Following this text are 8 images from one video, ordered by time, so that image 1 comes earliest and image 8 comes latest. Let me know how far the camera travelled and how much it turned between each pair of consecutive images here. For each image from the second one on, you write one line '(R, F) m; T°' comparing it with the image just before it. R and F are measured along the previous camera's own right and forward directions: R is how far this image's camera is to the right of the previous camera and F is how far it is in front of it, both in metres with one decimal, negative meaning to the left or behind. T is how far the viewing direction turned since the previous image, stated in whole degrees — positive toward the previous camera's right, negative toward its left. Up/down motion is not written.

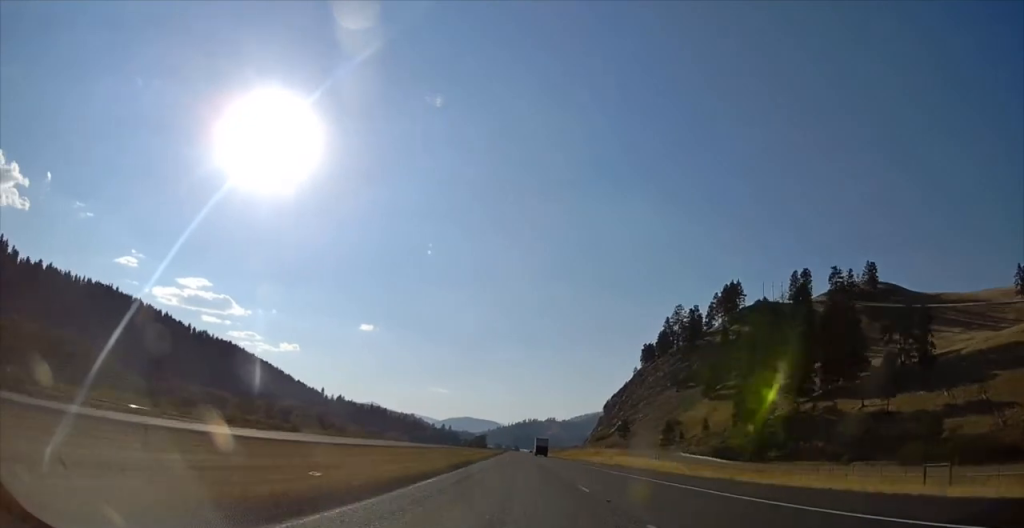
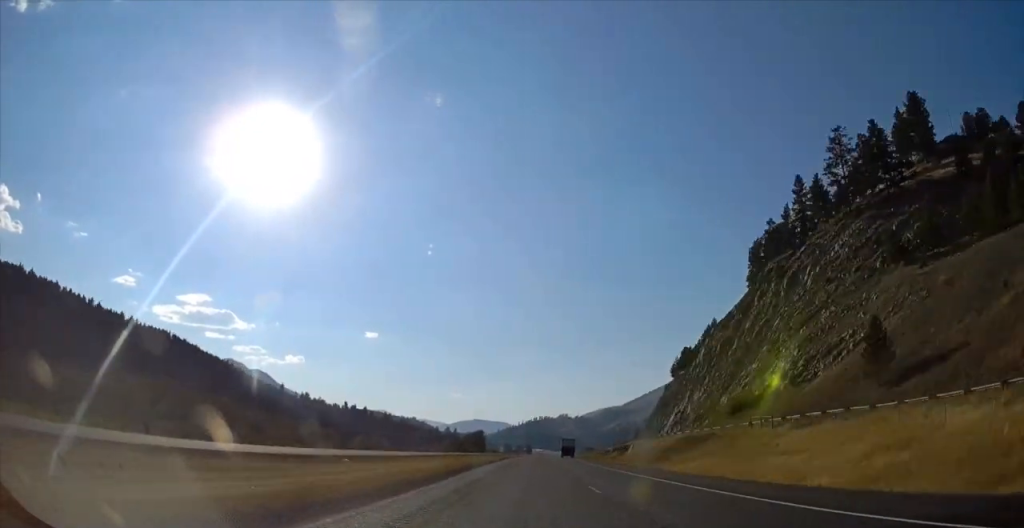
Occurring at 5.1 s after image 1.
(-1.1, +150.4) m; -1°
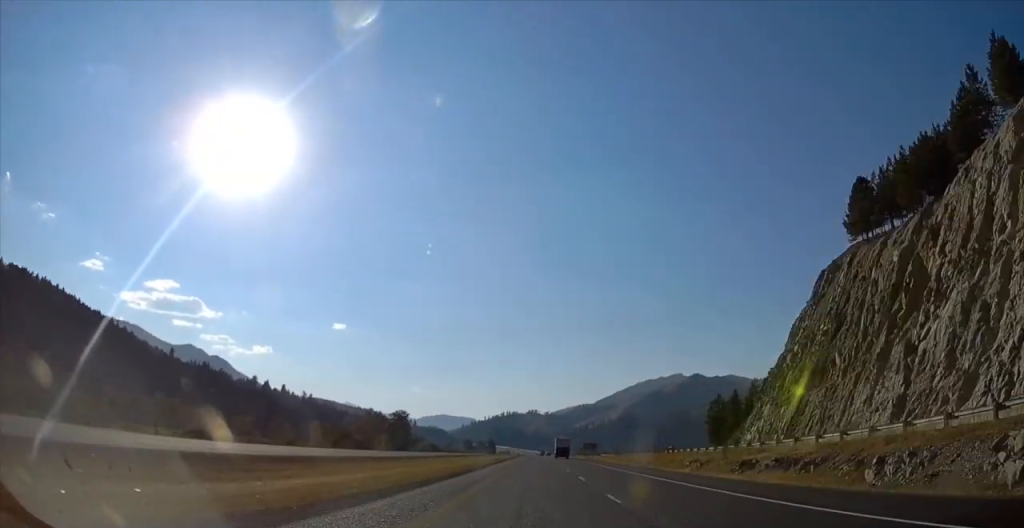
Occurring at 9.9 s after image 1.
(-1.1, +118.5) m; +1°
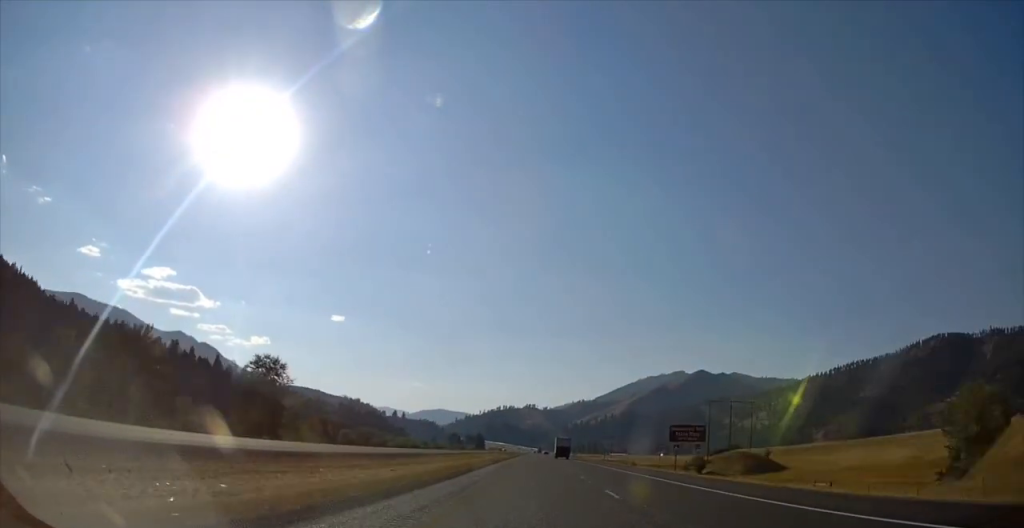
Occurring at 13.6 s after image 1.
(-0.4, +114.1) m; 0°
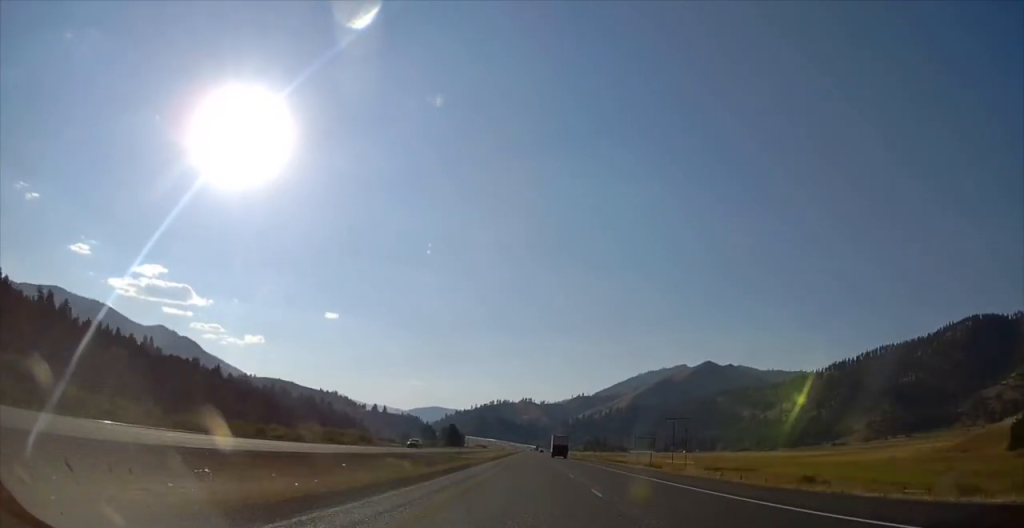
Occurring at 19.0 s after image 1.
(+3.4, +252.8) m; +1°
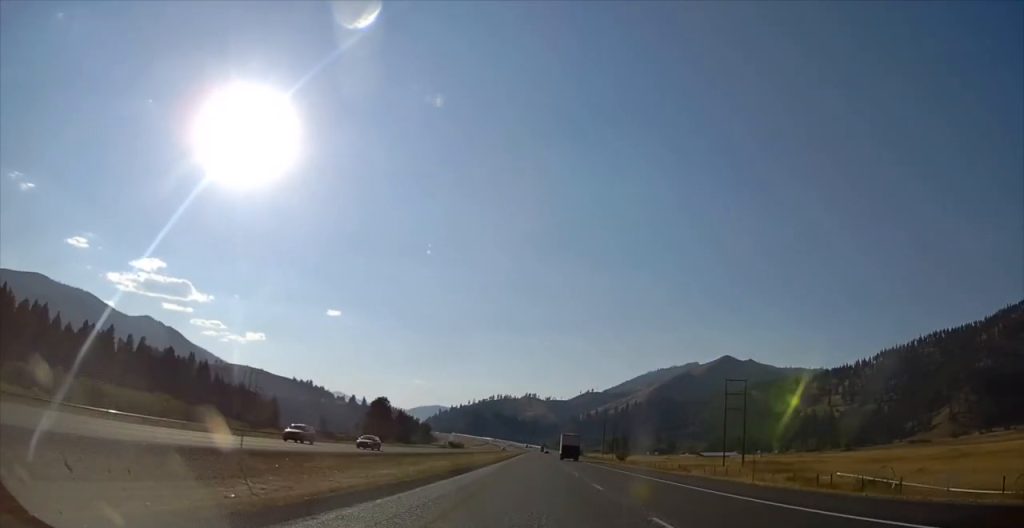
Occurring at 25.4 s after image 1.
(+1.3, +356.6) m; 0°
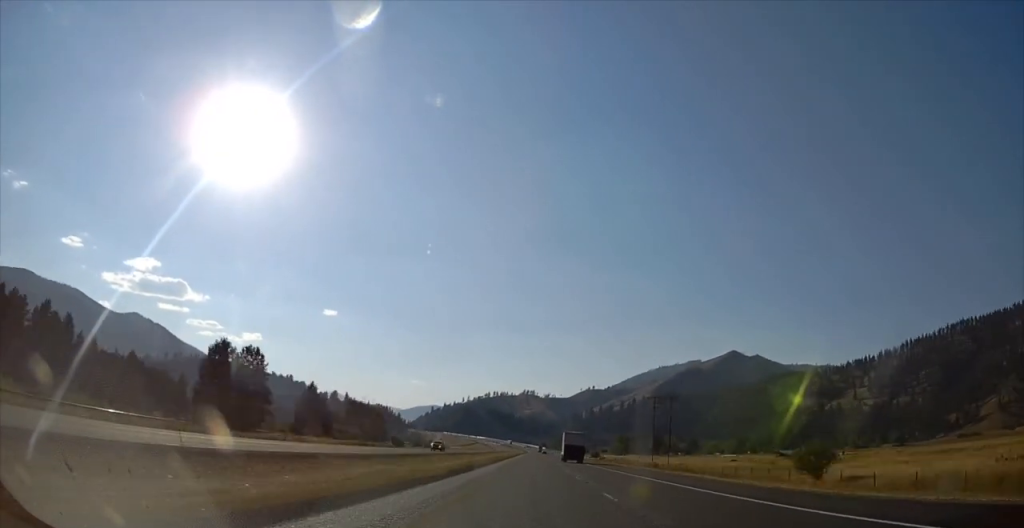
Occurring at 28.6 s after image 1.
(+0.1, +187.6) m; 0°
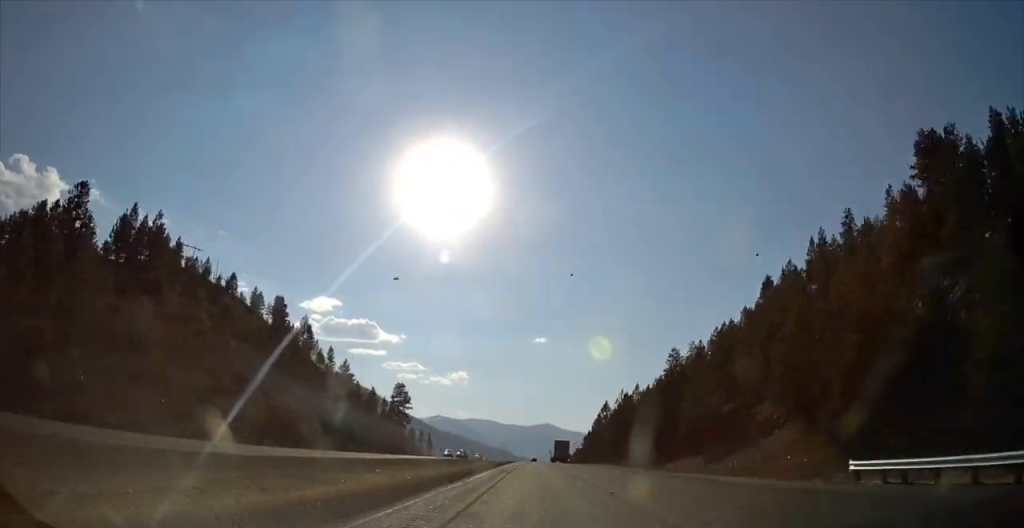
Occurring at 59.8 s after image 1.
(-213.0, +1289.5) m; -19°
